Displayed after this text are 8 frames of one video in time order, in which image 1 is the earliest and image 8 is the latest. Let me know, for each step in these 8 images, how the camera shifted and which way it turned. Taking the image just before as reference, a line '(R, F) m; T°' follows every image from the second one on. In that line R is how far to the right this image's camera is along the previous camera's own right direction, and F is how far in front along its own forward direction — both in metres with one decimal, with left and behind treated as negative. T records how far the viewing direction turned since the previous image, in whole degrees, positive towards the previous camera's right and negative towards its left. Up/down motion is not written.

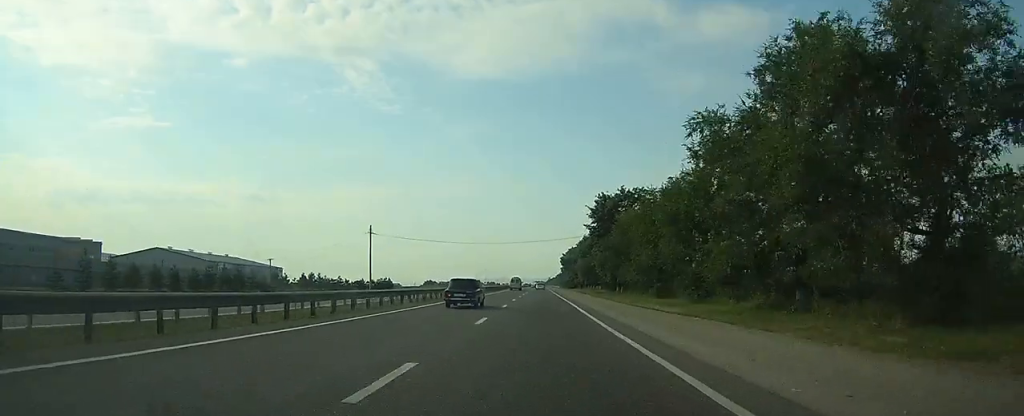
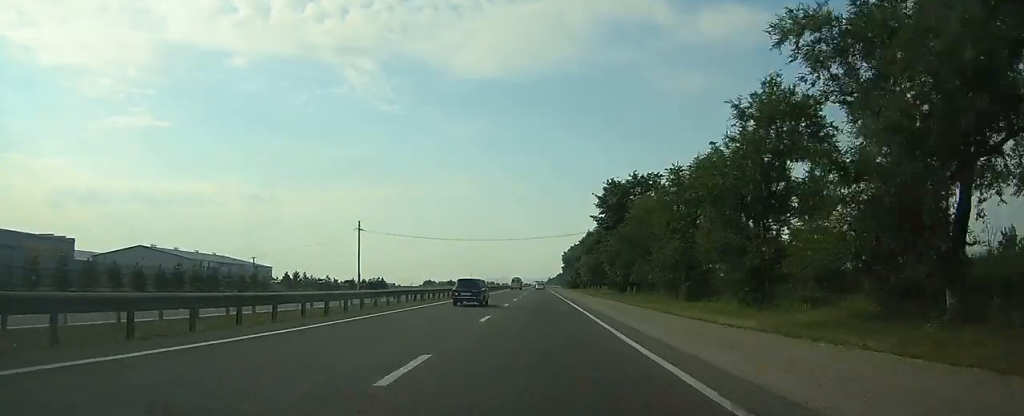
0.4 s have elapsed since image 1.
(0.0, +11.0) m; 0°
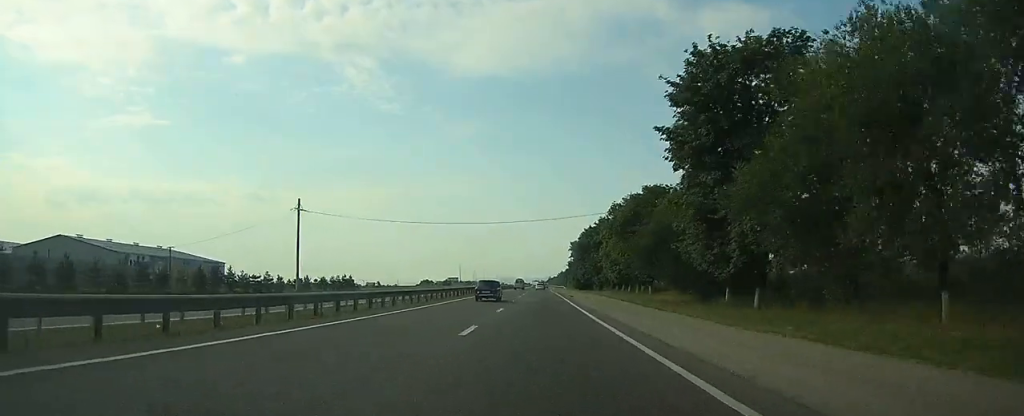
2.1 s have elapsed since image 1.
(-0.1, +41.2) m; 0°
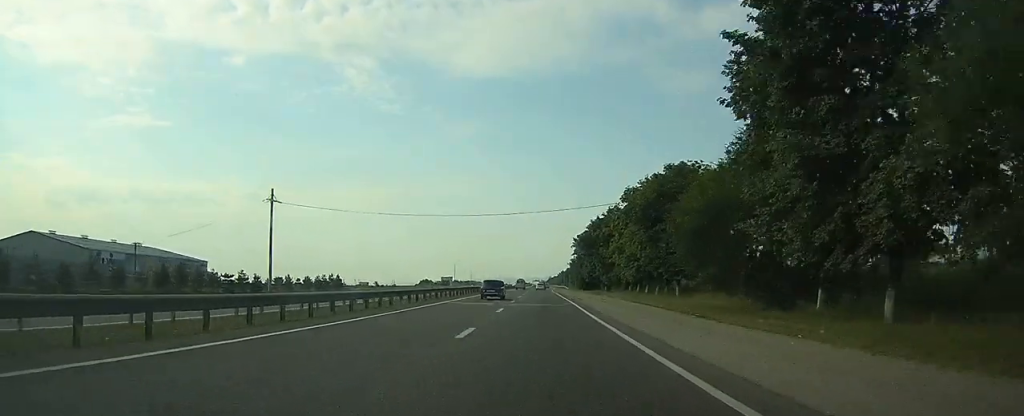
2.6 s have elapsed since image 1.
(0.0, +12.6) m; 0°
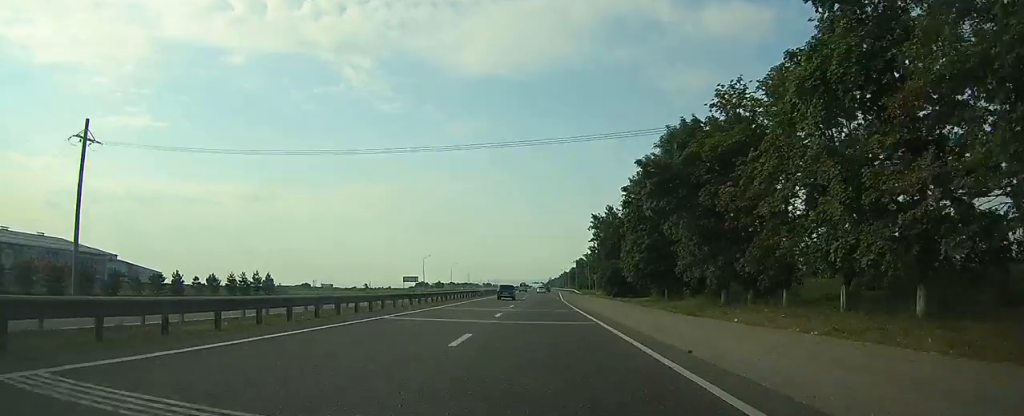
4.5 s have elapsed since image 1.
(+0.1, +49.2) m; 0°
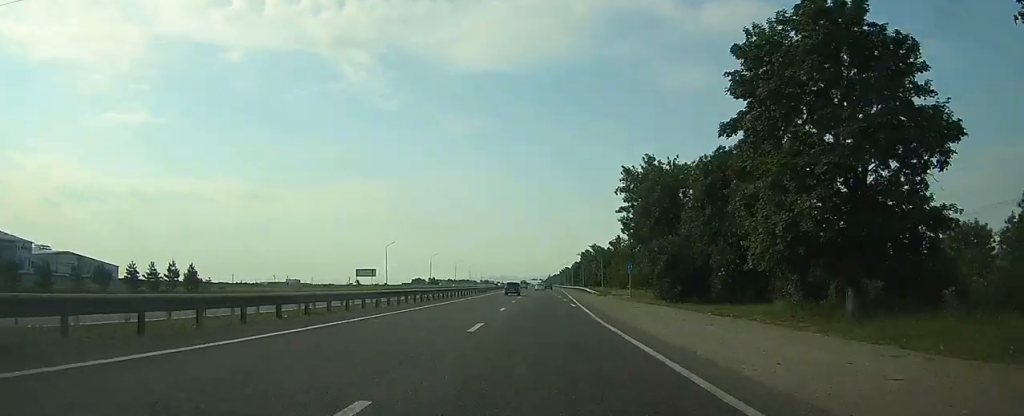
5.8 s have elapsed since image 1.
(+0.1, +32.5) m; 0°
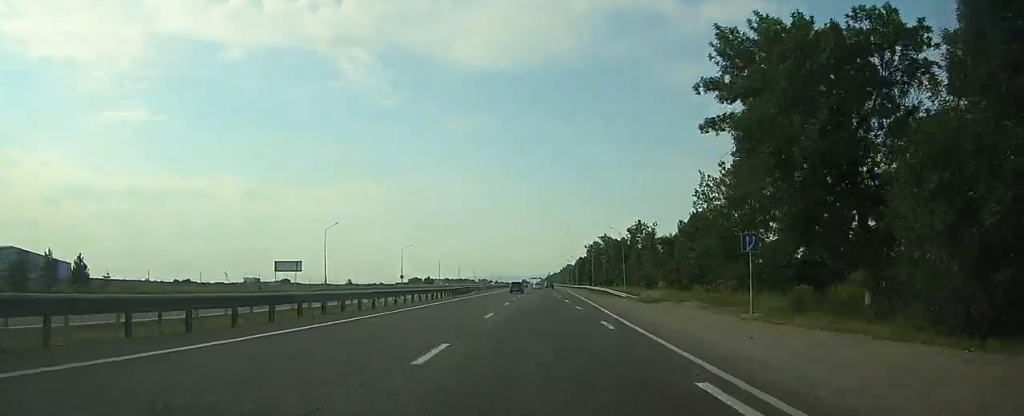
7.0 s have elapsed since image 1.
(0.0, +30.1) m; 0°
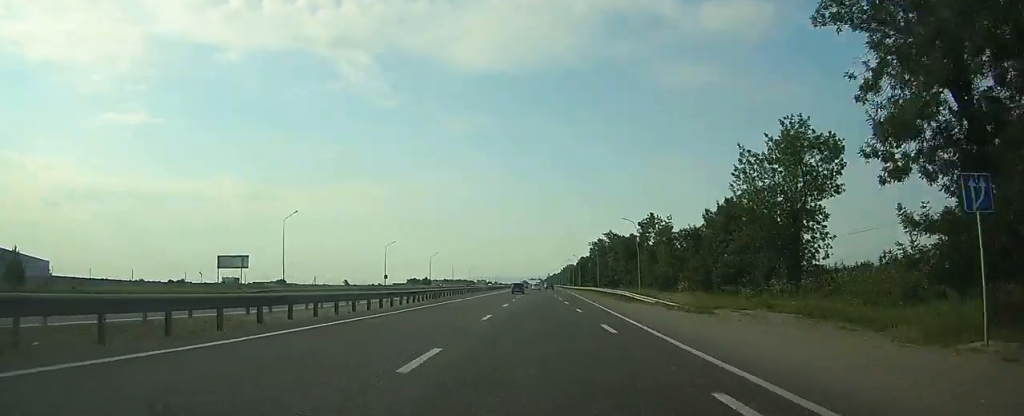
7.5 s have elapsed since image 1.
(+0.1, +12.6) m; 0°
